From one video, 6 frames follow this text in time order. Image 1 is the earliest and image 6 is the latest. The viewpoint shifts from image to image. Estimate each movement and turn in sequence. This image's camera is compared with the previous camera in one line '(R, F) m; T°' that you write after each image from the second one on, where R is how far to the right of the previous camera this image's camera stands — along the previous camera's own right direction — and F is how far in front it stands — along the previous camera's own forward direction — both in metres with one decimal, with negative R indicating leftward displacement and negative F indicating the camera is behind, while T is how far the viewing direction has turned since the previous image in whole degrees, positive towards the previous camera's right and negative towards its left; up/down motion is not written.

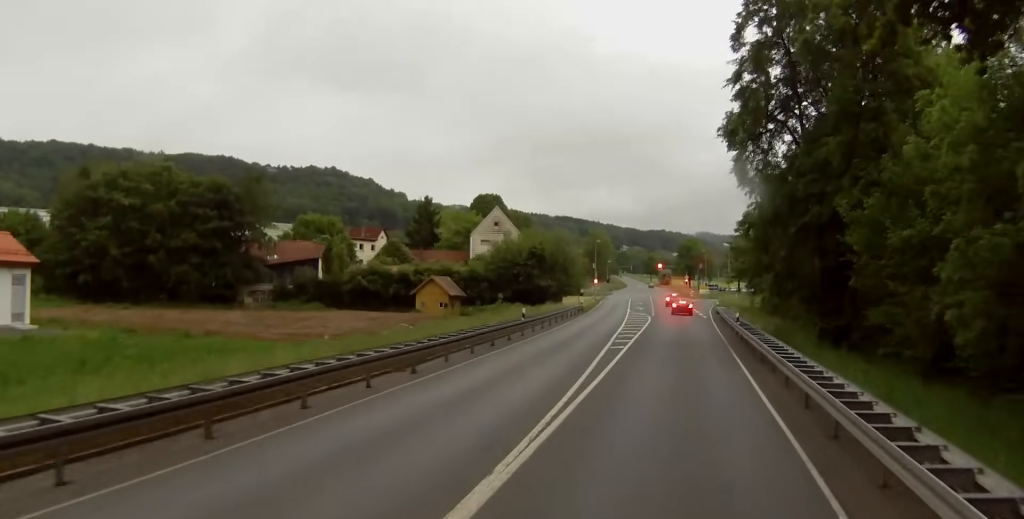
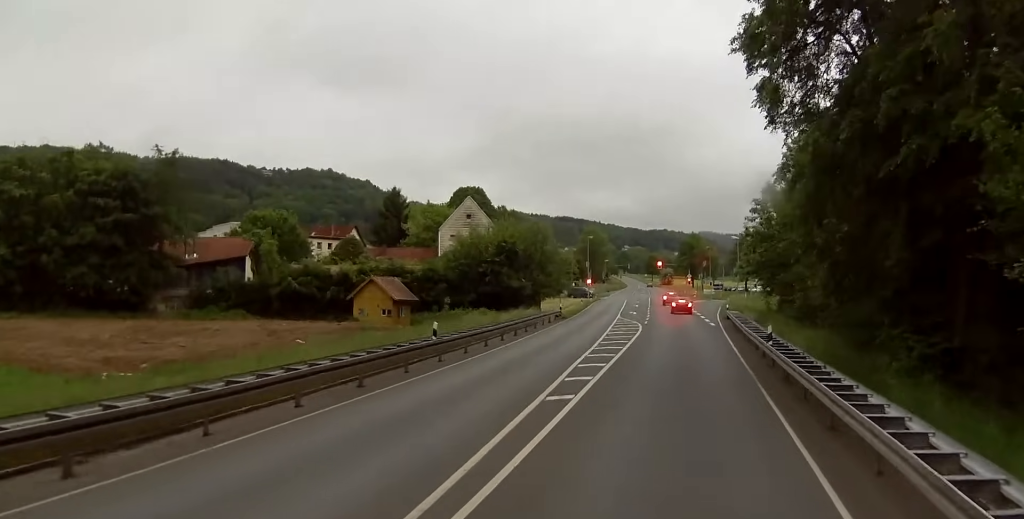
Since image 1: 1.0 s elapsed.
(+0.1, +15.7) m; 0°
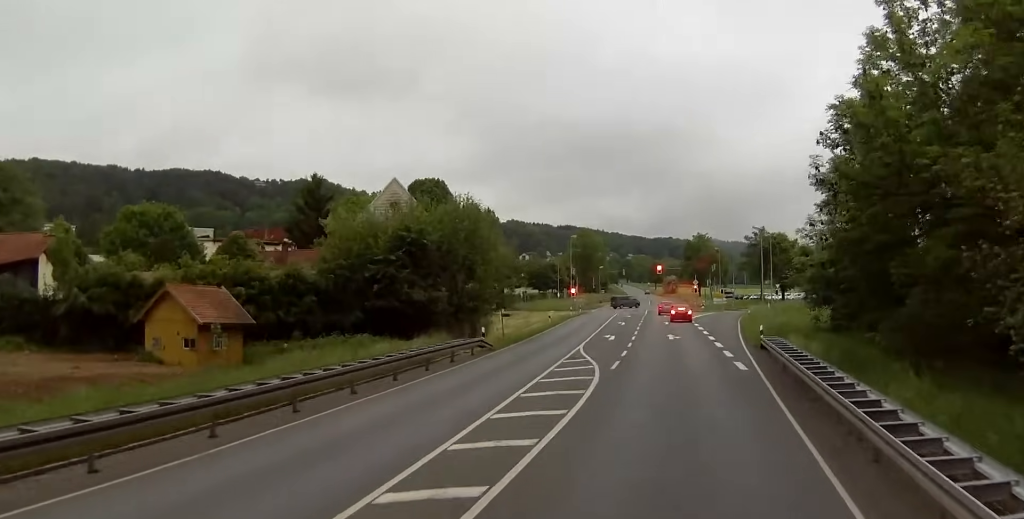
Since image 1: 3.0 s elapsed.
(-0.4, +25.8) m; -1°
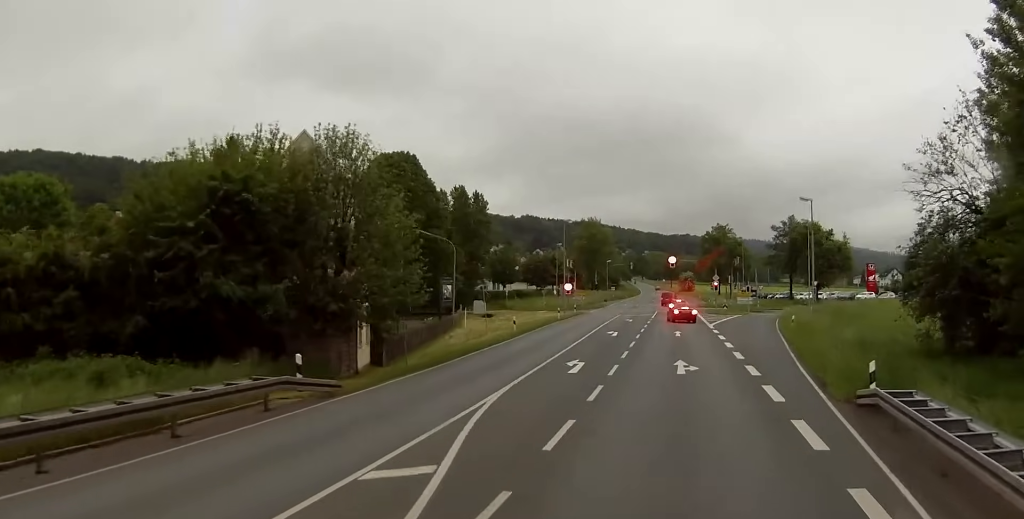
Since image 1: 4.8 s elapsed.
(0.0, +18.1) m; -1°
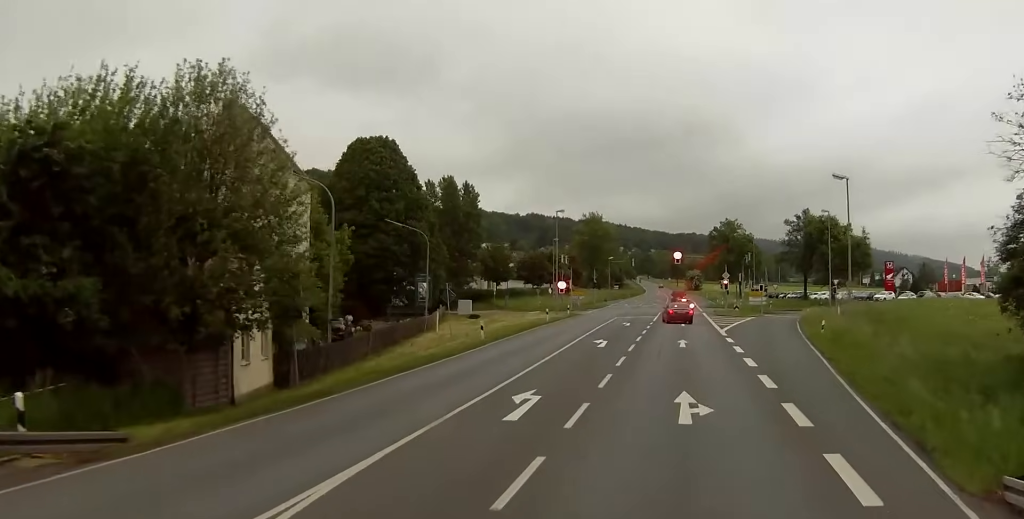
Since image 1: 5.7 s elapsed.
(-0.1, +8.0) m; 0°
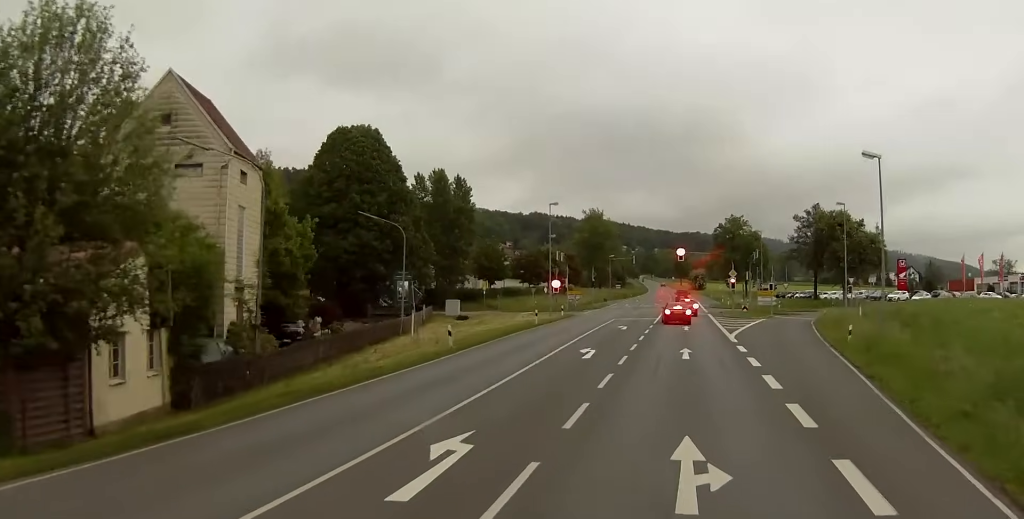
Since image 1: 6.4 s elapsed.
(0.0, +5.7) m; +1°
